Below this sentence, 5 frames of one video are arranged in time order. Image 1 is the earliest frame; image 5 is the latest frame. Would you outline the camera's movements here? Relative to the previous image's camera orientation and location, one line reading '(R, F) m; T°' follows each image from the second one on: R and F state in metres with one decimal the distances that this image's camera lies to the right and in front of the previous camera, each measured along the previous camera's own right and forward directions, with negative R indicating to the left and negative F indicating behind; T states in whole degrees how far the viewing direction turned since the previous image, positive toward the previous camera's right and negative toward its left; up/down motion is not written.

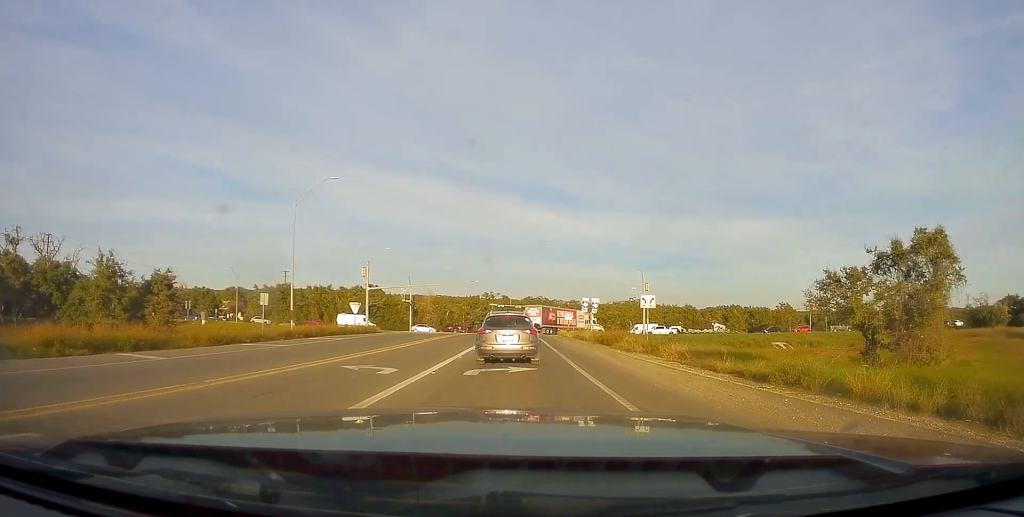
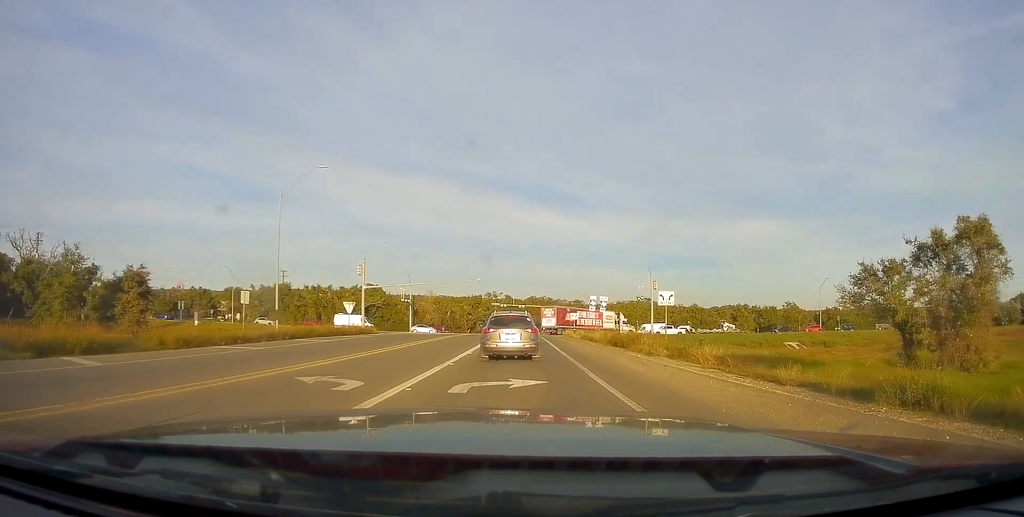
(-0.1, +3.5) m; -2°
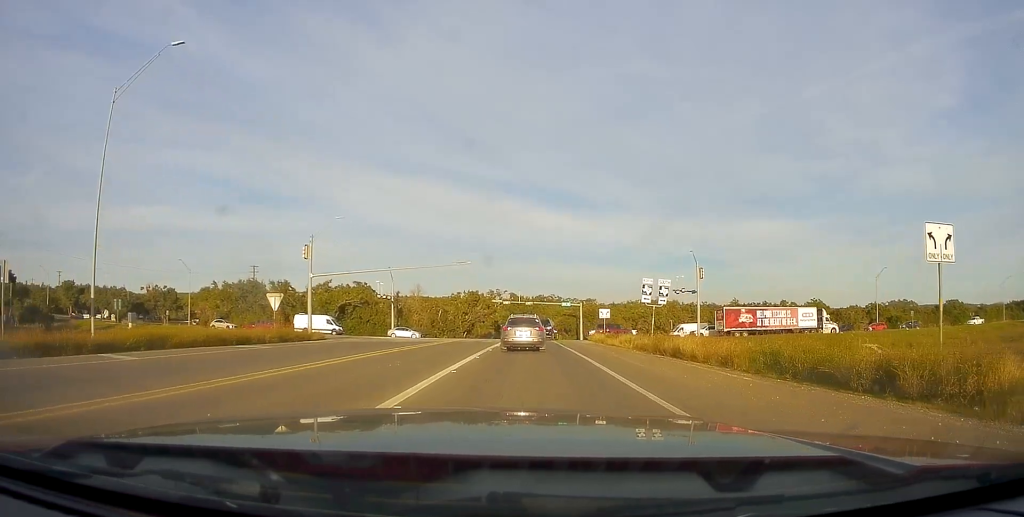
(-0.7, +20.9) m; 0°
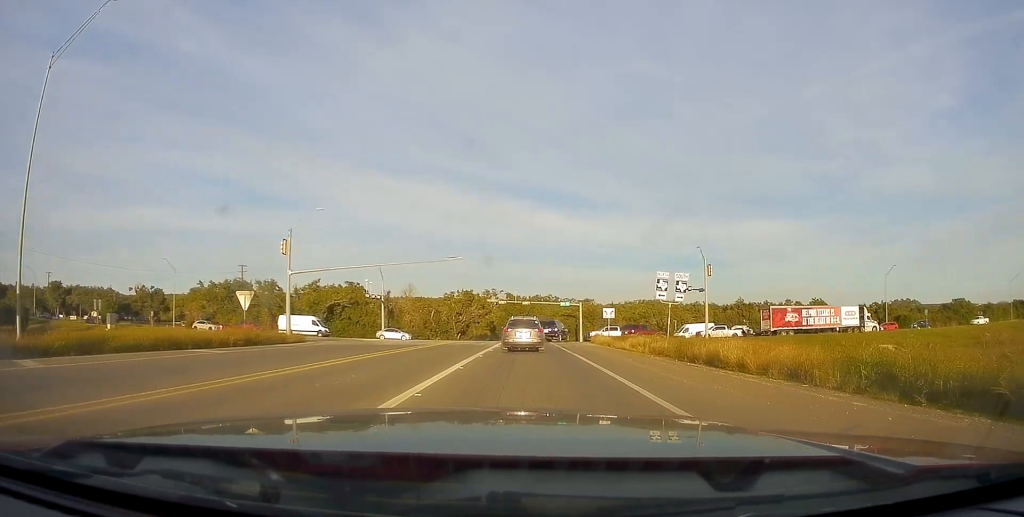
(+0.2, +4.4) m; -2°
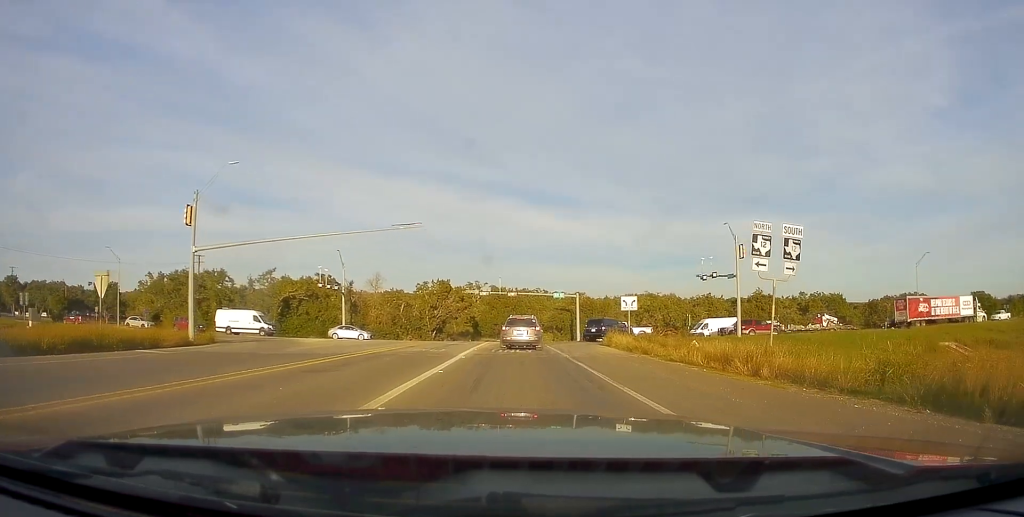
(-0.7, +13.9) m; 0°
